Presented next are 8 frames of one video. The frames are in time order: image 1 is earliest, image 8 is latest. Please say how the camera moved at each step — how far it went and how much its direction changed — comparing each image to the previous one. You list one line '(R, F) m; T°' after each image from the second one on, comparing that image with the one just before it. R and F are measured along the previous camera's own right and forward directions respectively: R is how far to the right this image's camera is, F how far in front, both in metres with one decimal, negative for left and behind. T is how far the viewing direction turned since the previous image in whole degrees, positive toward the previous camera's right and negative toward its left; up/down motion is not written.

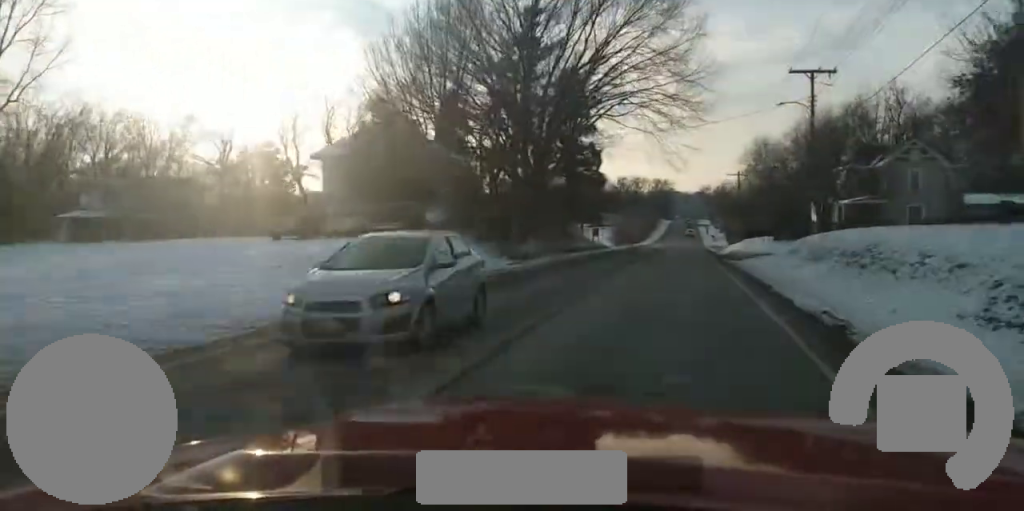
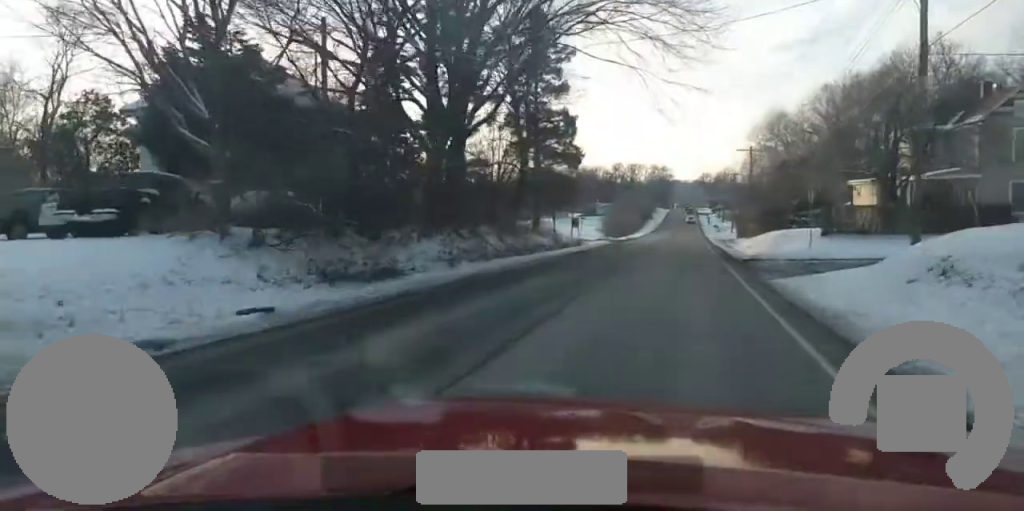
(0.0, +20.9) m; 0°
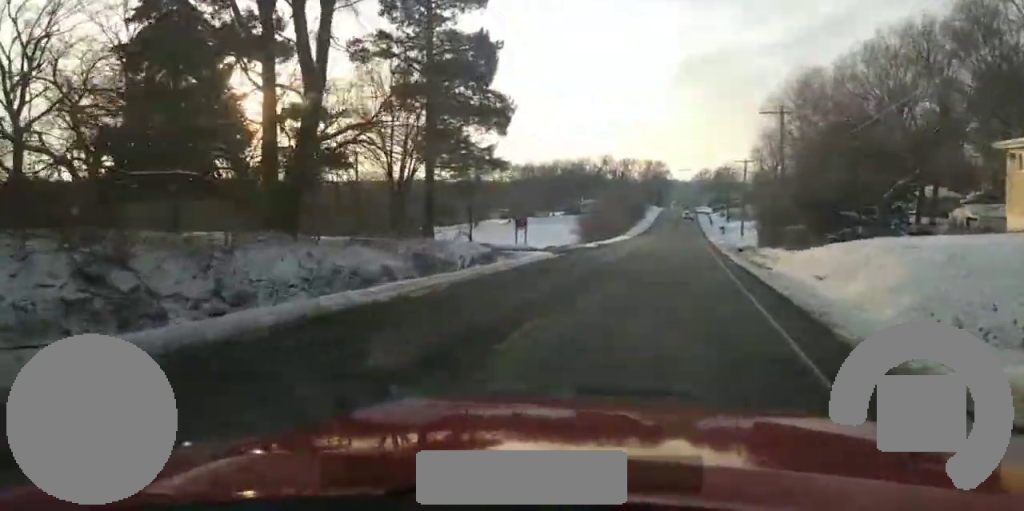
(-0.3, +29.7) m; -2°
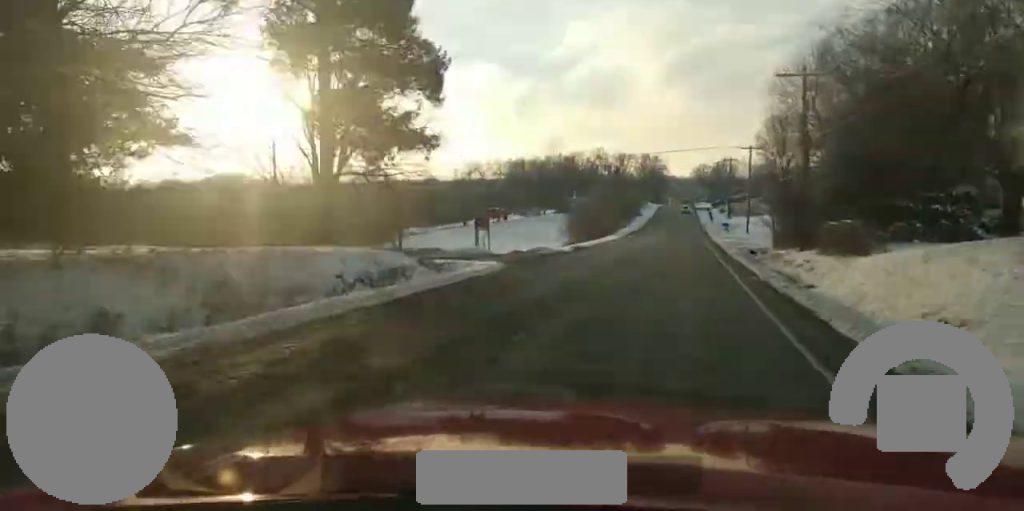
(-0.2, +12.0) m; -1°
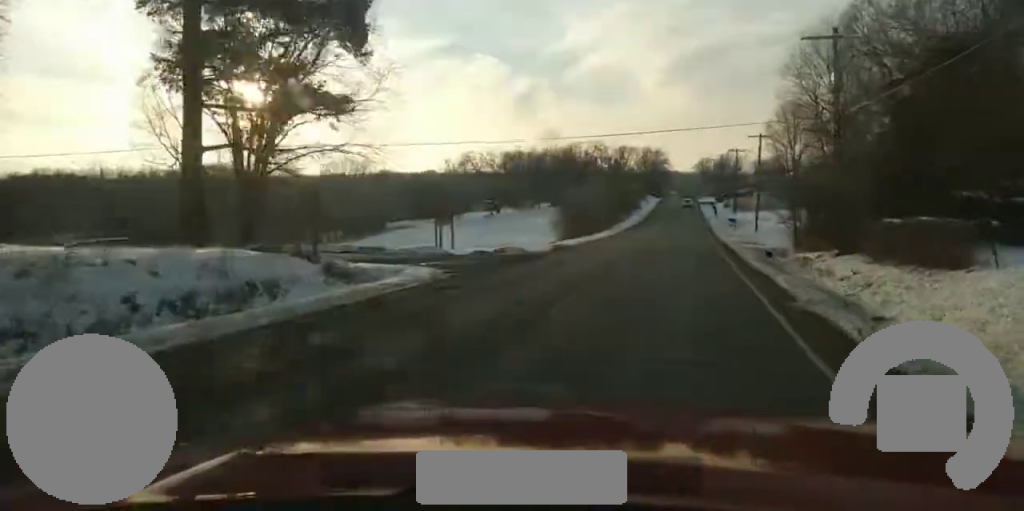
(0.0, +8.2) m; +1°
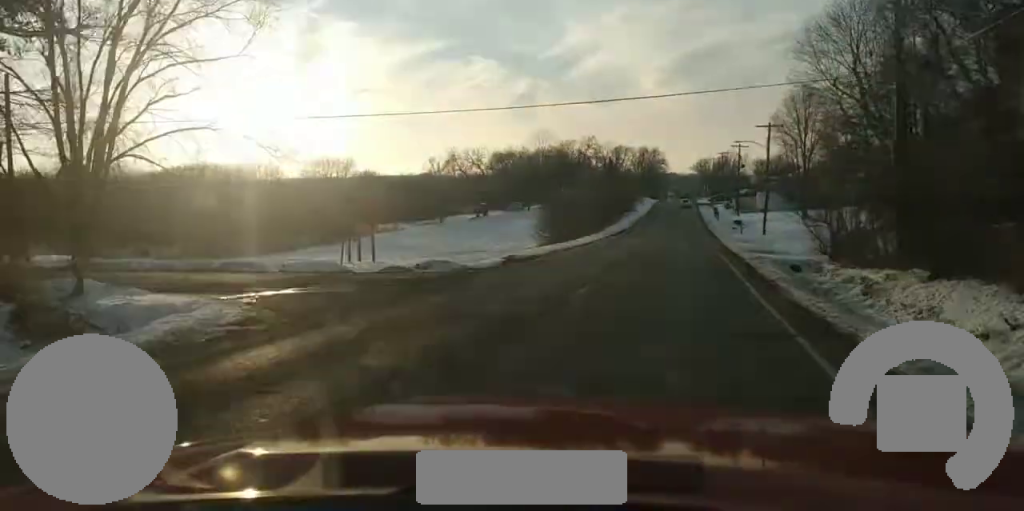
(-0.2, +10.8) m; +1°
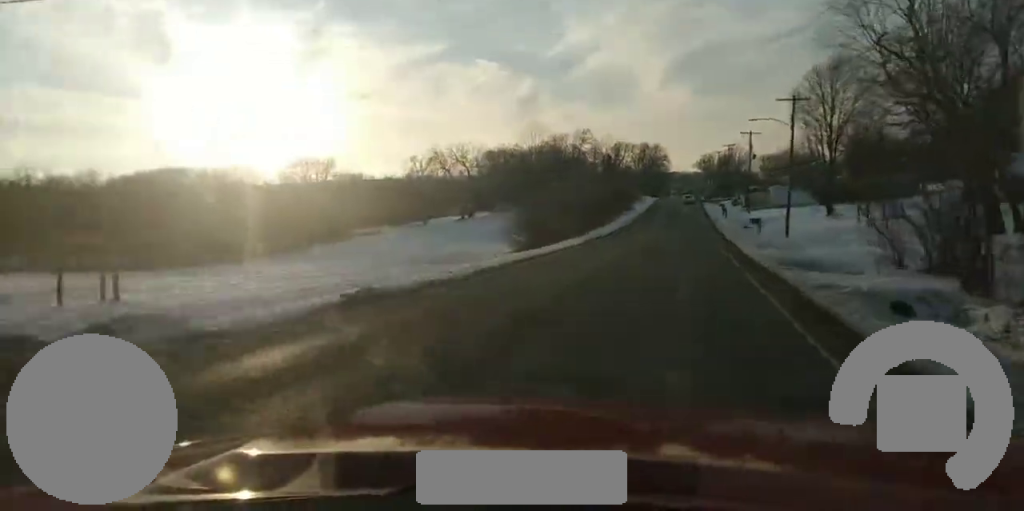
(+0.5, +14.7) m; +2°
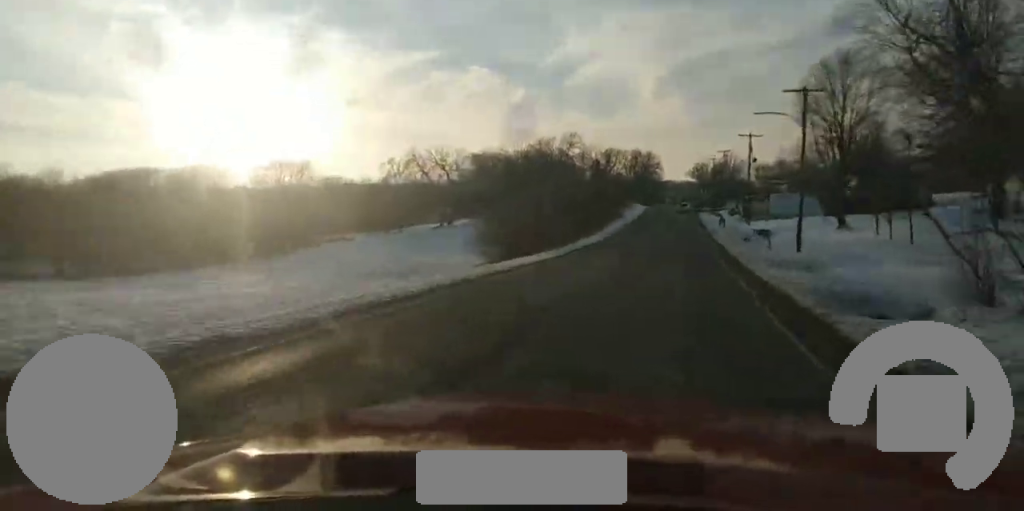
(+0.1, +8.3) m; 0°
